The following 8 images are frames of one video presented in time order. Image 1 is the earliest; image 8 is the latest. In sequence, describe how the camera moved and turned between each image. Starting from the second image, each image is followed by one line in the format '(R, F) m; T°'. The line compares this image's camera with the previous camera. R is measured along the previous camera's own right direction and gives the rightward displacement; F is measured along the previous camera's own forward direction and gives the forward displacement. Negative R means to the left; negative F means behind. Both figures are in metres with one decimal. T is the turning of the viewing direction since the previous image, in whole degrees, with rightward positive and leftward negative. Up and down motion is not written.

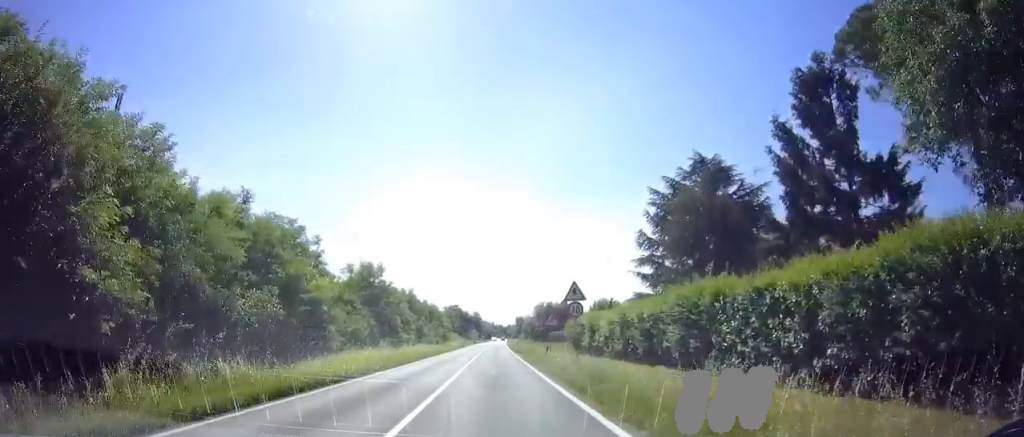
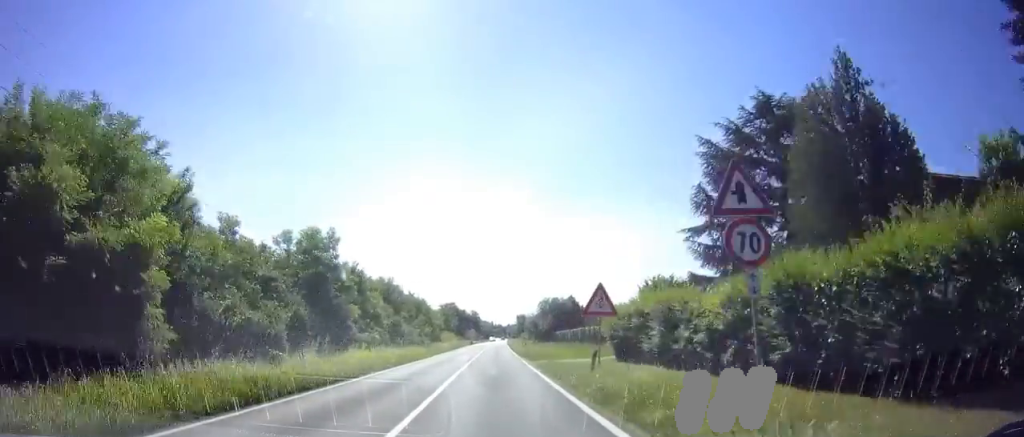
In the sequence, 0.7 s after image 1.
(+0.1, +12.4) m; +1°
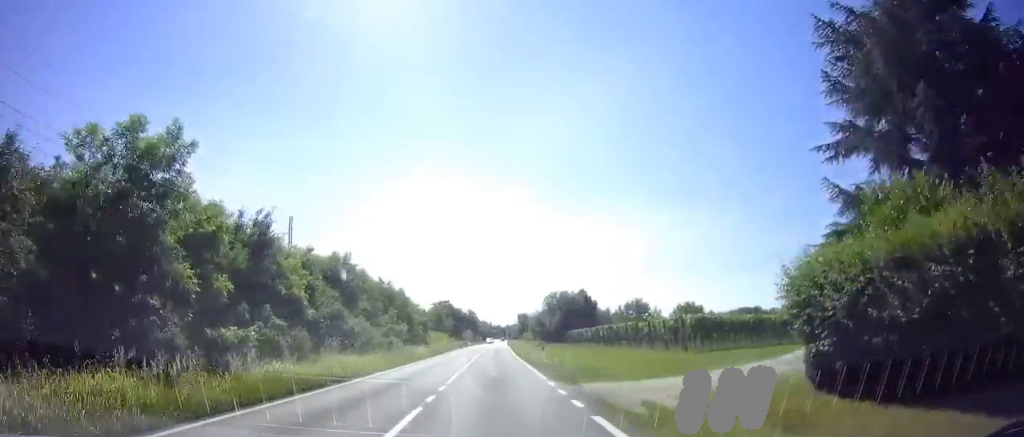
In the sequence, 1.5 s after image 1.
(+0.2, +16.2) m; 0°
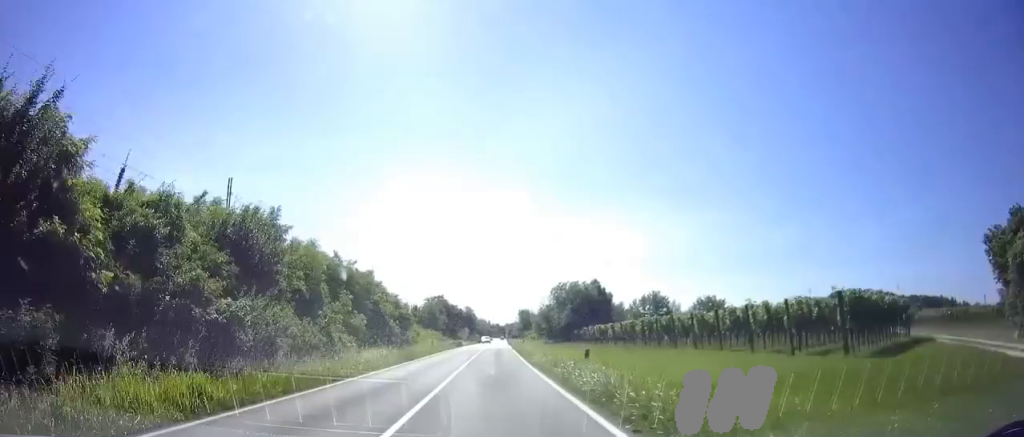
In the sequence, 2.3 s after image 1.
(-0.3, +13.6) m; -1°
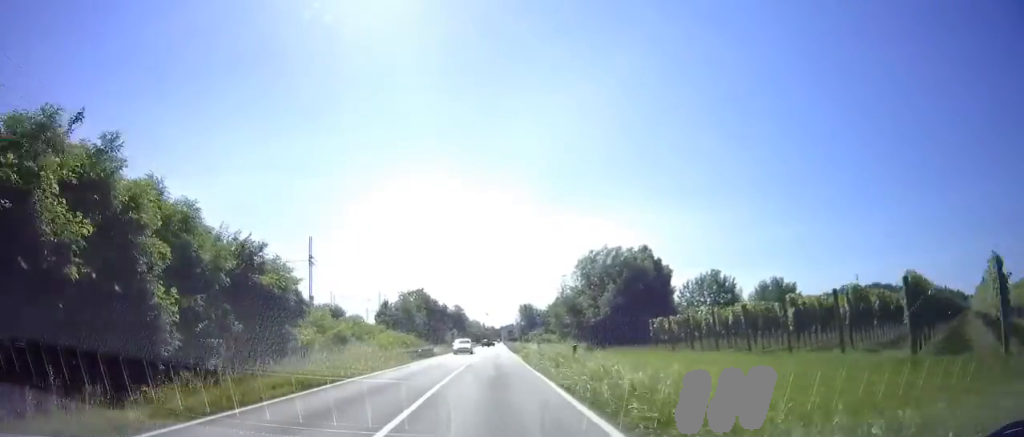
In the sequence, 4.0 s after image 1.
(+0.4, +32.1) m; +1°
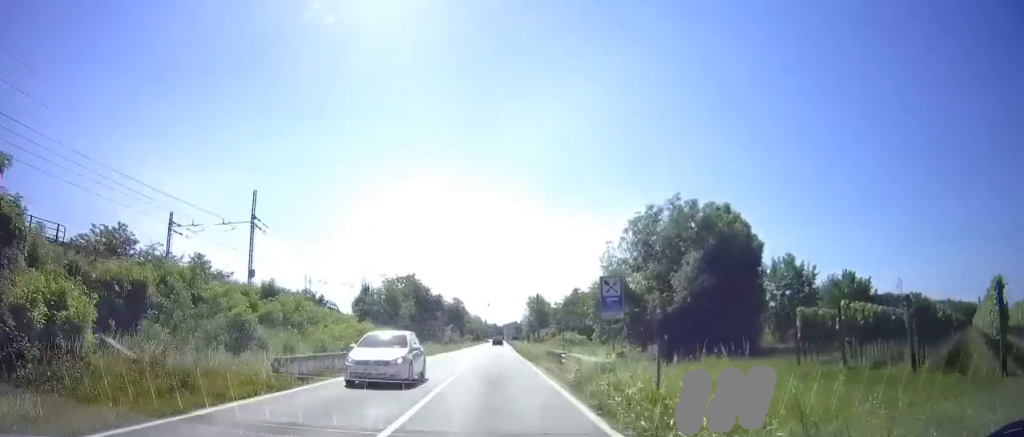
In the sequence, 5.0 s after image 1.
(0.0, +17.7) m; 0°
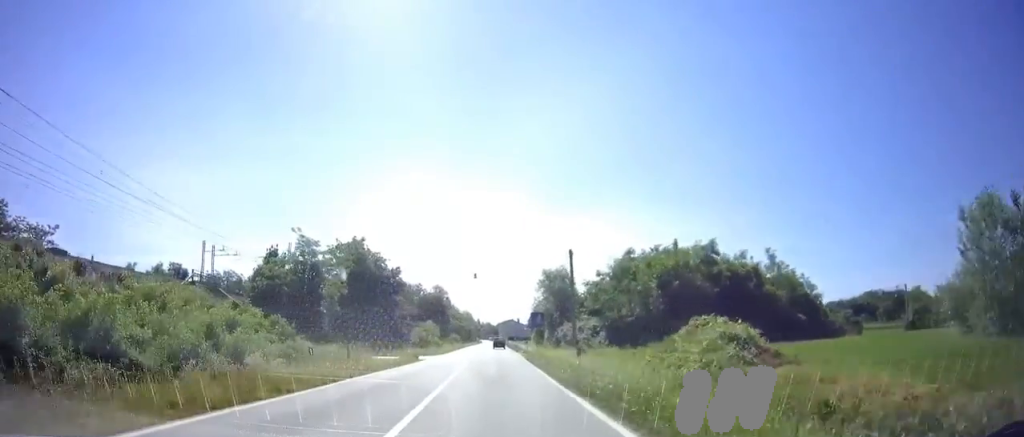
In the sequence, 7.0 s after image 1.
(-0.2, +35.0) m; 0°
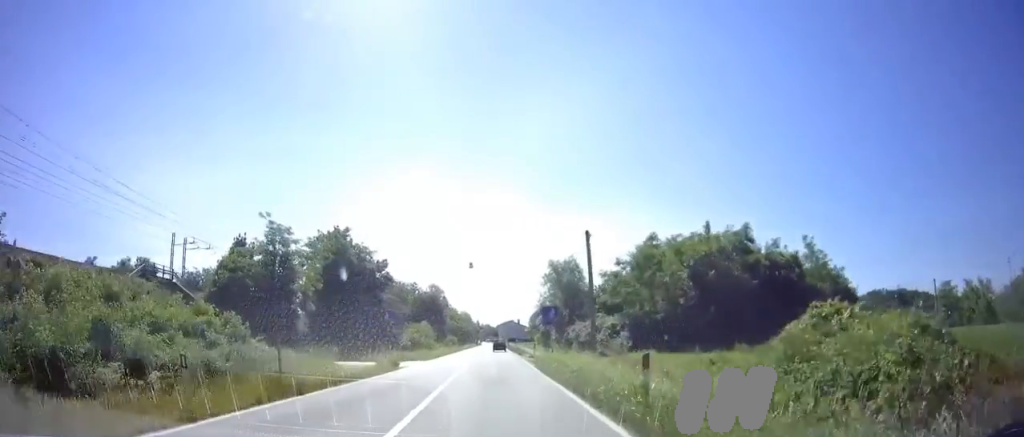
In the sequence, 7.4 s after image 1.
(-0.1, +7.2) m; 0°
